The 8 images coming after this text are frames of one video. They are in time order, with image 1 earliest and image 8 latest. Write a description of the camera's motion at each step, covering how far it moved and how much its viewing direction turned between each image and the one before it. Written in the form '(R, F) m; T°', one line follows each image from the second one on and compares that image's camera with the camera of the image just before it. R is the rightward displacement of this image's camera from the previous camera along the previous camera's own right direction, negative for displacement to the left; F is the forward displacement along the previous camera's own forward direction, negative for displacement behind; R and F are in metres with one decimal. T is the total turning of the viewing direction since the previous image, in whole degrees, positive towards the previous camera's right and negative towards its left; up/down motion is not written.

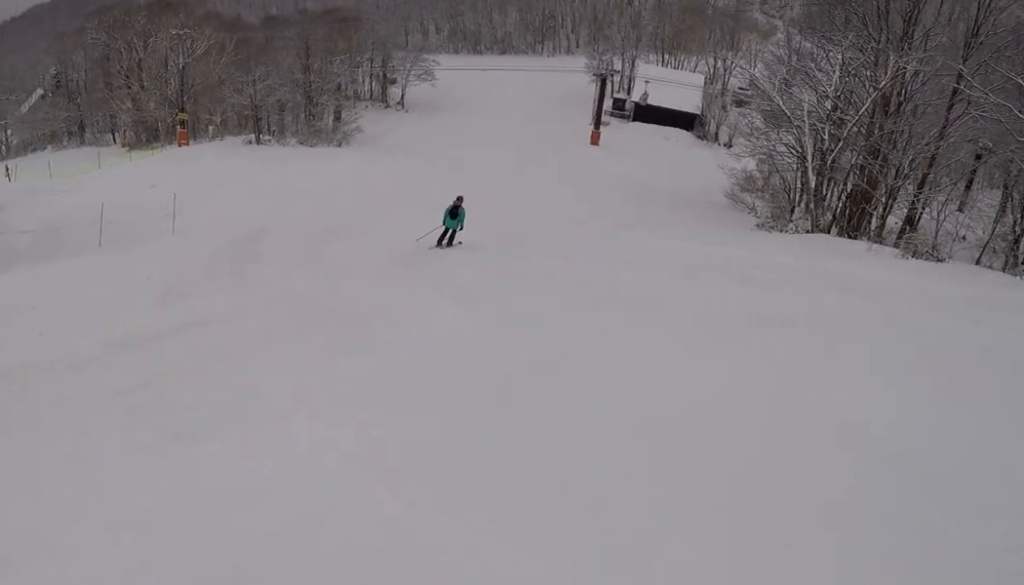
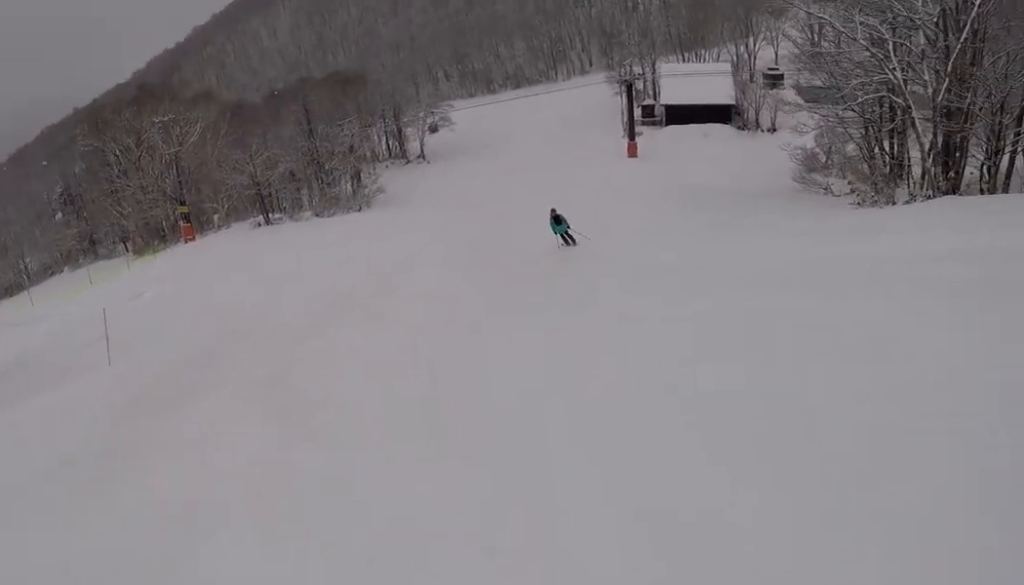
(-1.9, +8.7) m; -17°
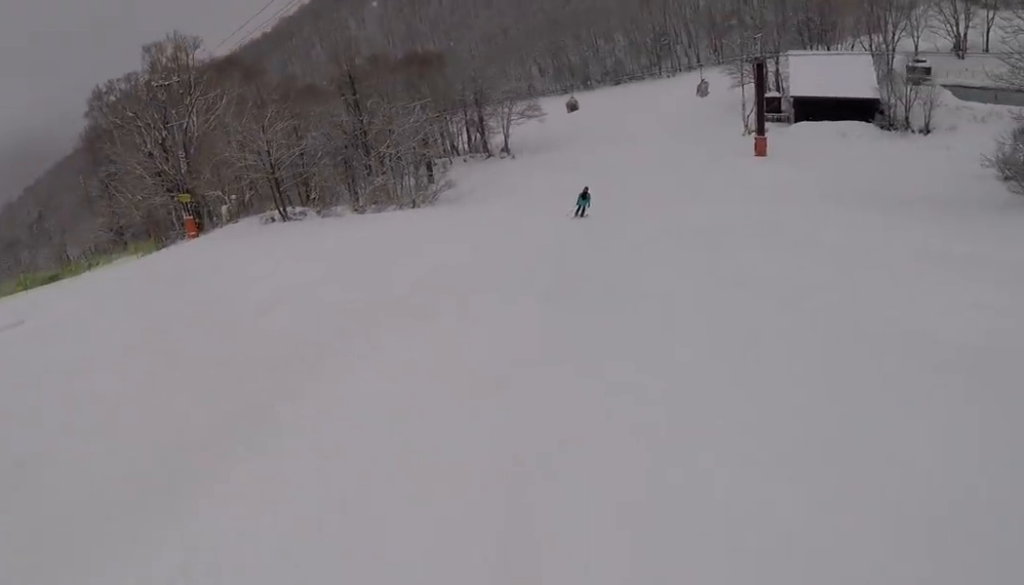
(+2.7, +16.2) m; +17°
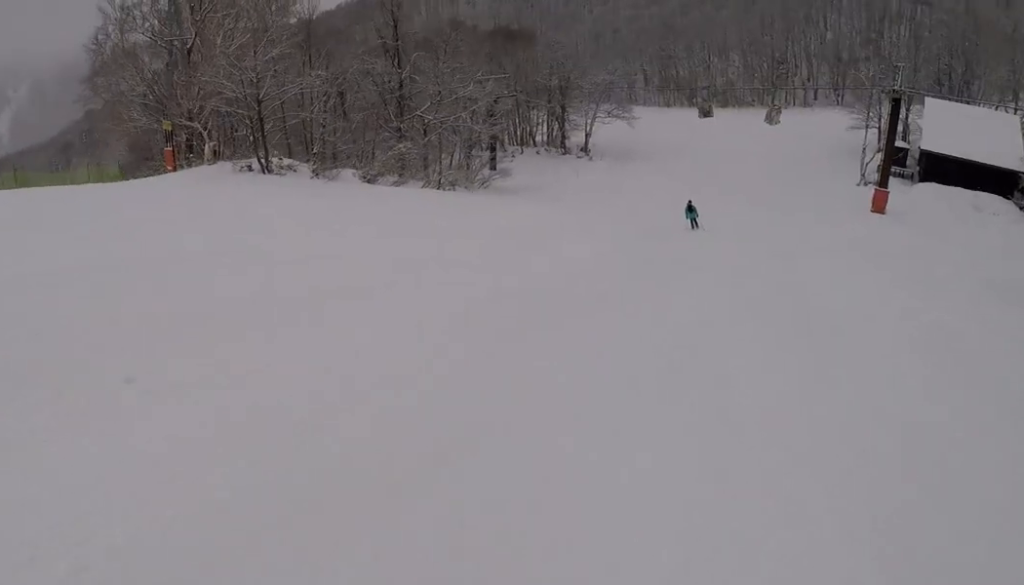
(-0.3, +11.5) m; -3°
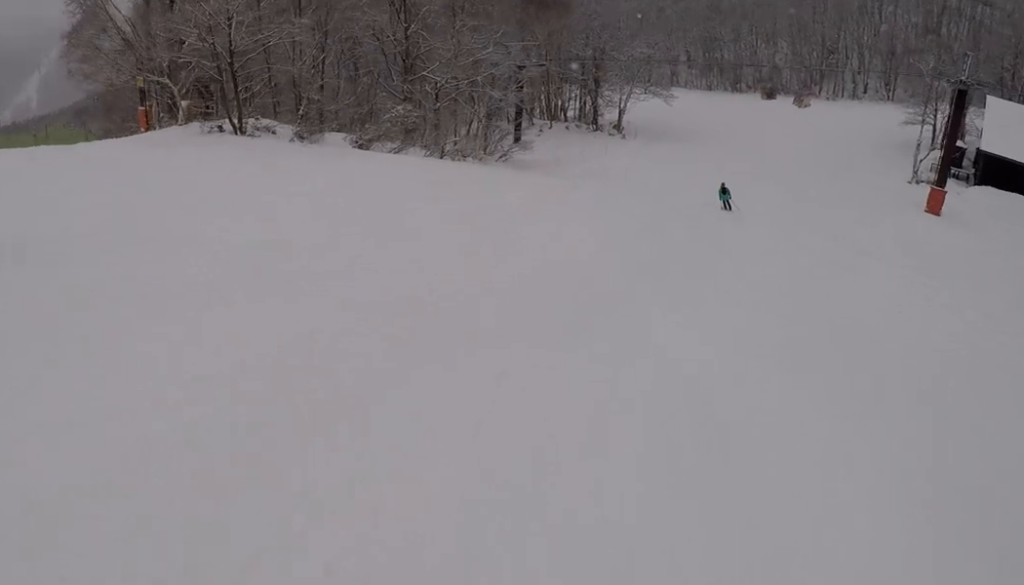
(+0.1, +5.0) m; -4°
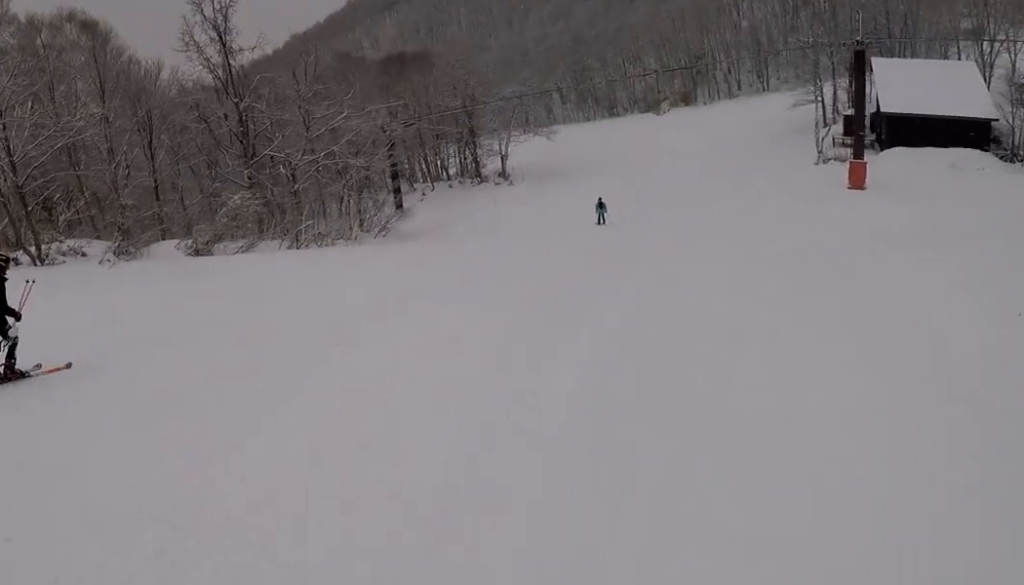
(-0.3, +7.1) m; -3°
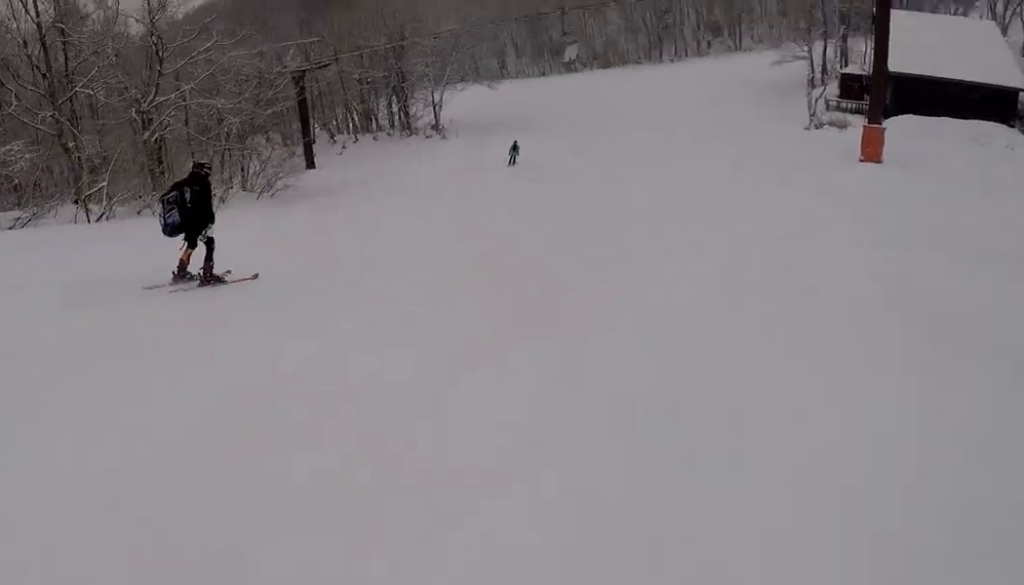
(-0.5, +10.1) m; +4°
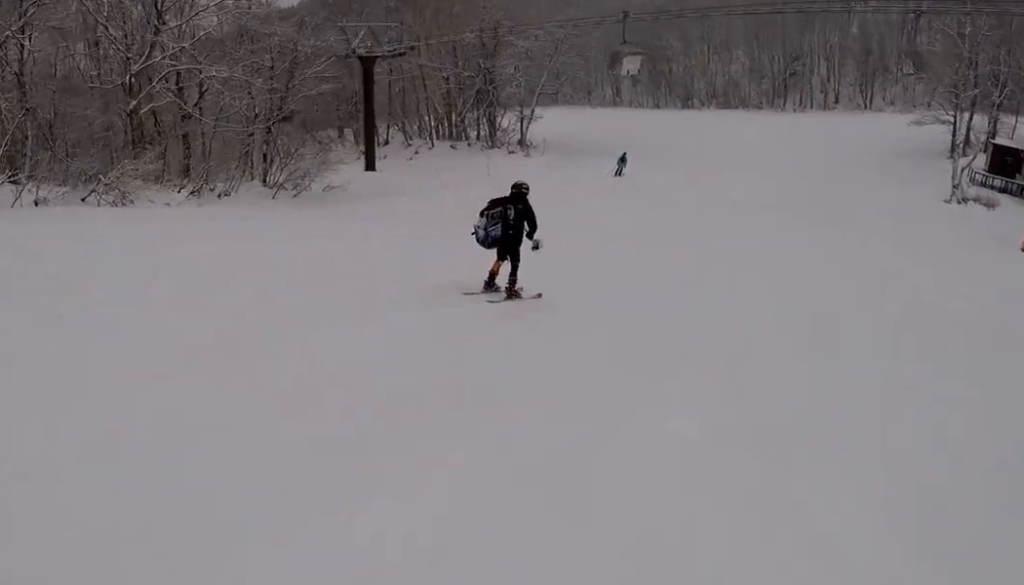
(+0.7, +7.5) m; +7°
